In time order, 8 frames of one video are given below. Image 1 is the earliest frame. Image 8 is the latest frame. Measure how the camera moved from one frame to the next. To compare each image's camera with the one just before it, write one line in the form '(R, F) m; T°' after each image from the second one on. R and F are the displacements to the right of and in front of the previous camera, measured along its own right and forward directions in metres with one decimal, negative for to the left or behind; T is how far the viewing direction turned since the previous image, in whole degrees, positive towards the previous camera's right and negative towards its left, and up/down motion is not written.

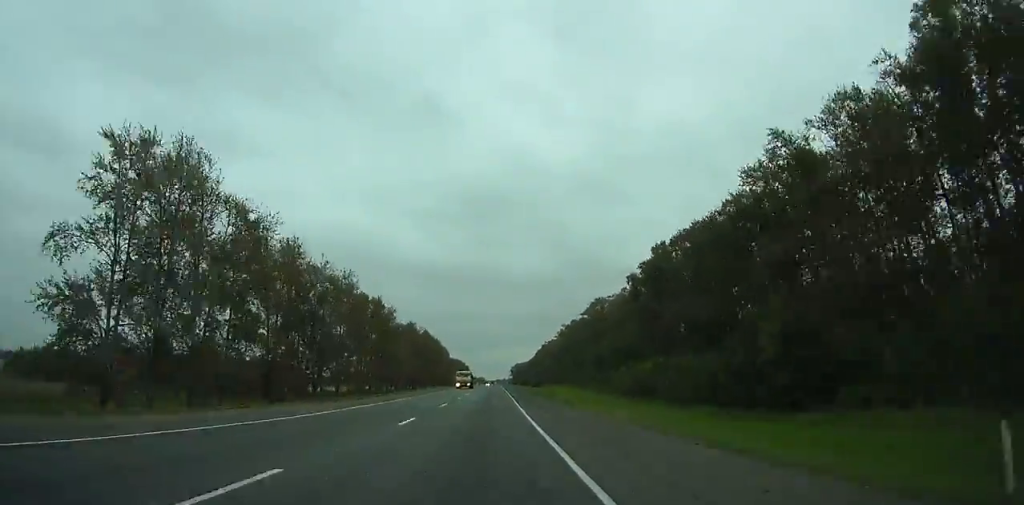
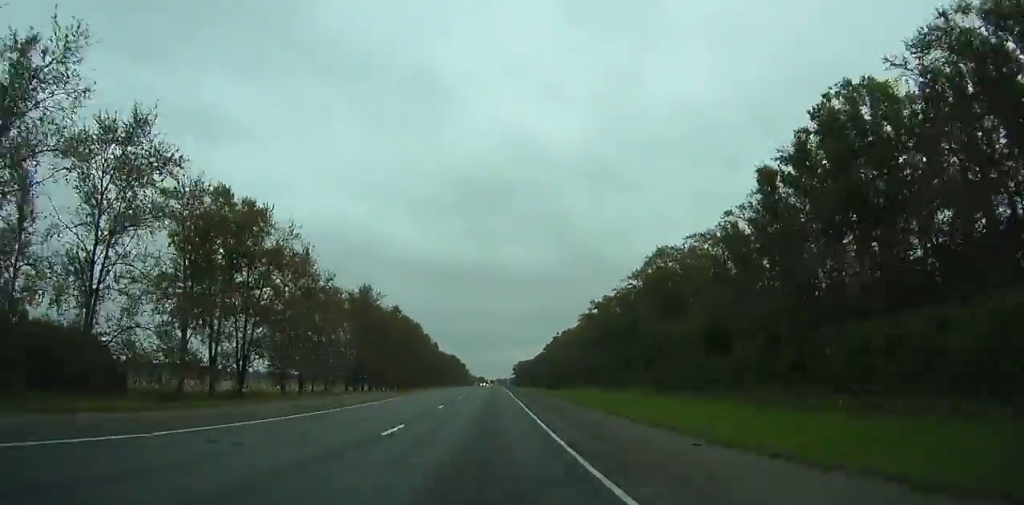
(-1.0, +68.3) m; -1°
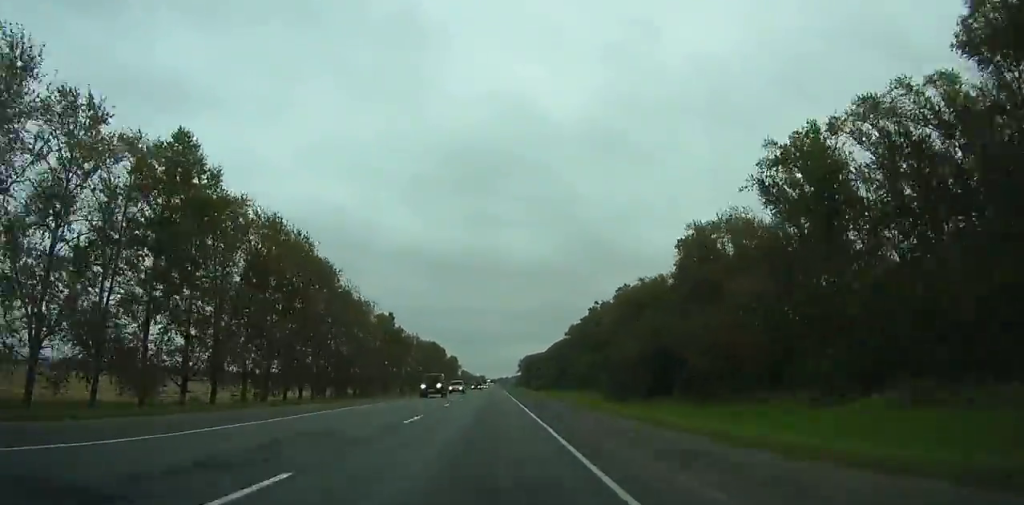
(+1.0, +112.6) m; +1°
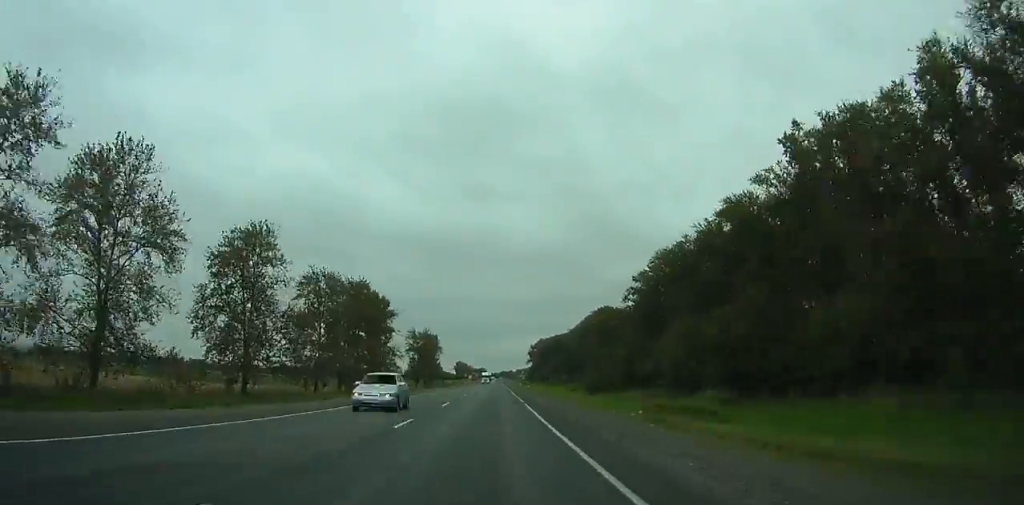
(+0.7, +125.9) m; -1°
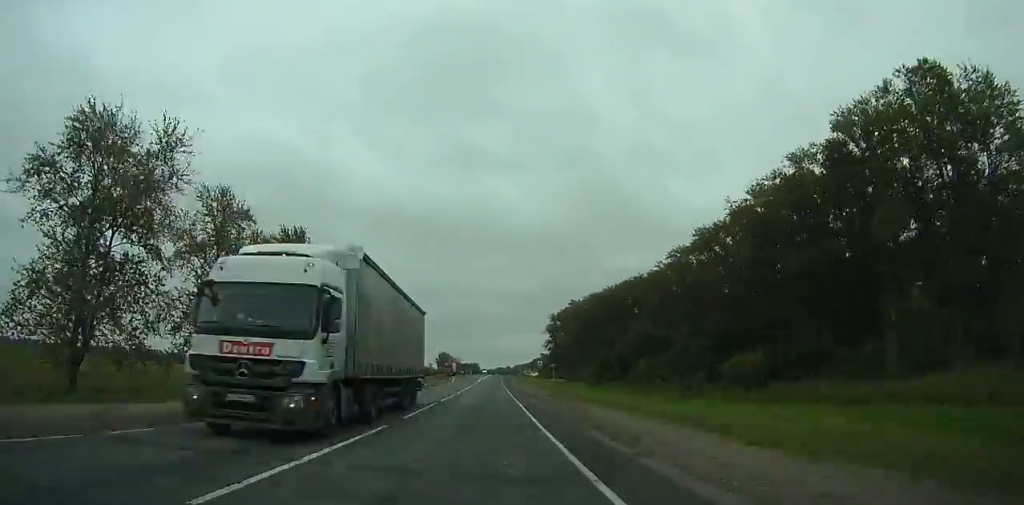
(+0.7, +151.1) m; +1°
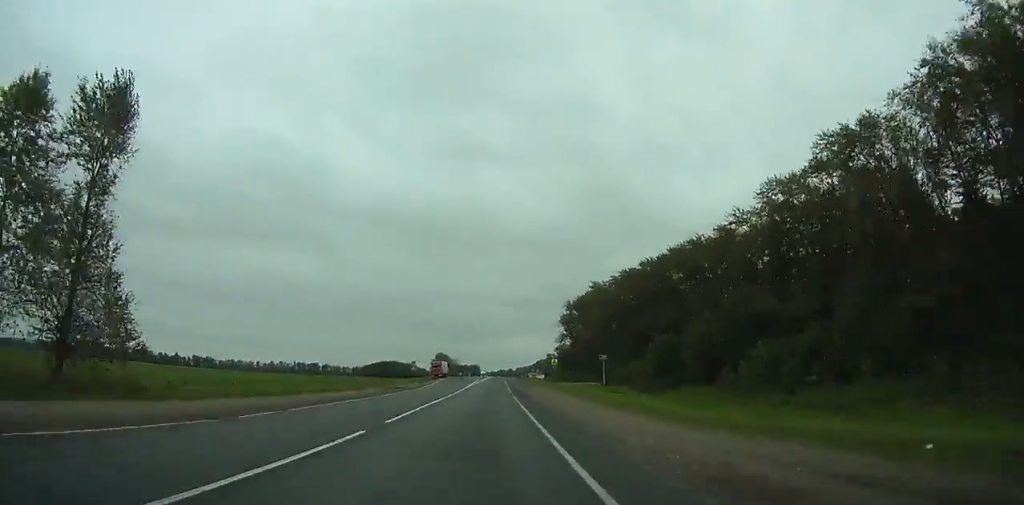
(+0.1, +37.1) m; 0°
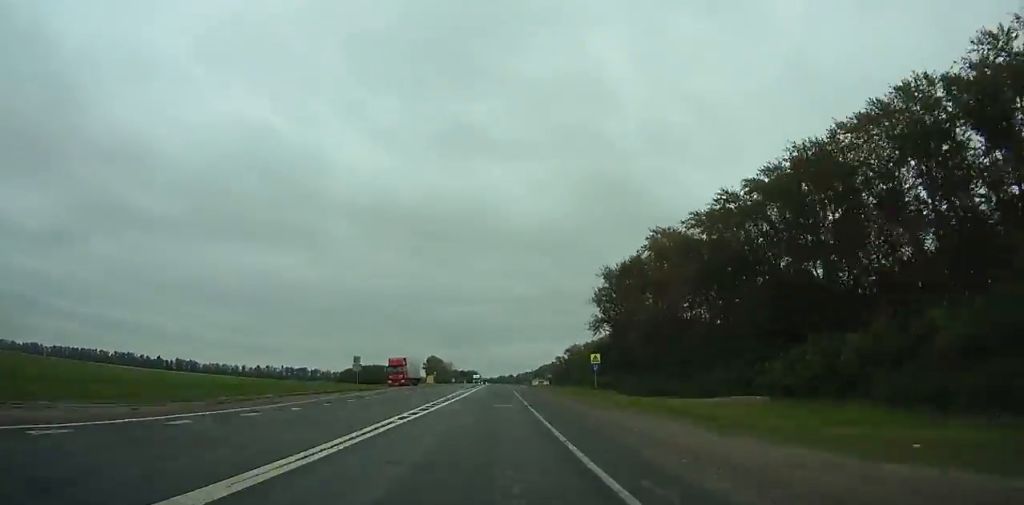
(-0.7, +52.6) m; -1°
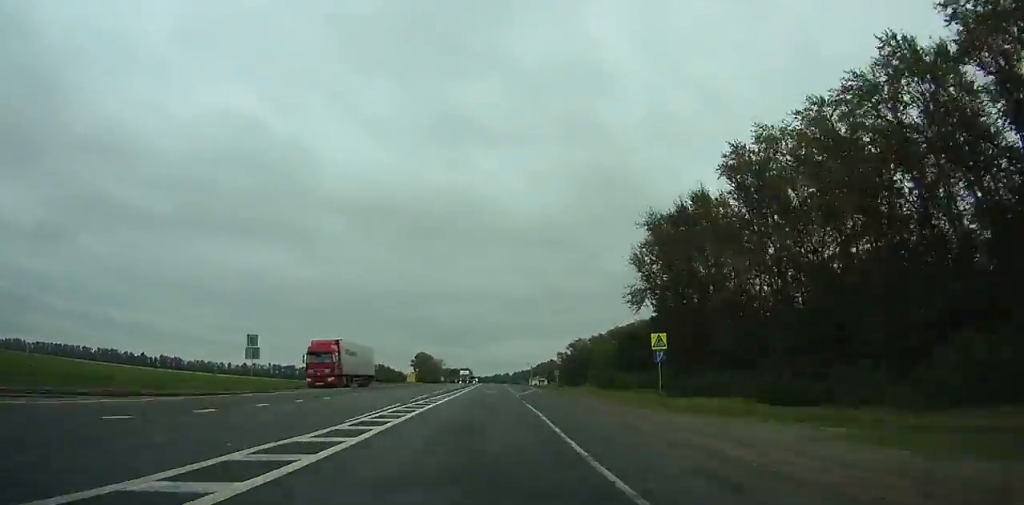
(-0.1, +33.7) m; 0°
